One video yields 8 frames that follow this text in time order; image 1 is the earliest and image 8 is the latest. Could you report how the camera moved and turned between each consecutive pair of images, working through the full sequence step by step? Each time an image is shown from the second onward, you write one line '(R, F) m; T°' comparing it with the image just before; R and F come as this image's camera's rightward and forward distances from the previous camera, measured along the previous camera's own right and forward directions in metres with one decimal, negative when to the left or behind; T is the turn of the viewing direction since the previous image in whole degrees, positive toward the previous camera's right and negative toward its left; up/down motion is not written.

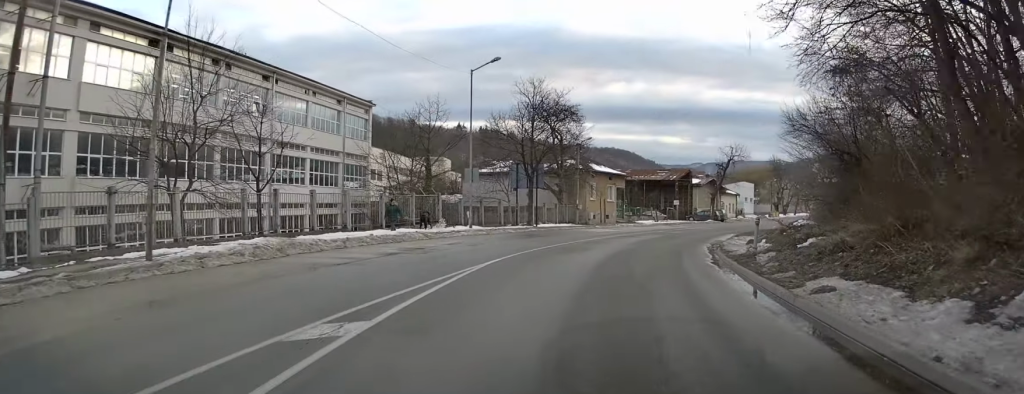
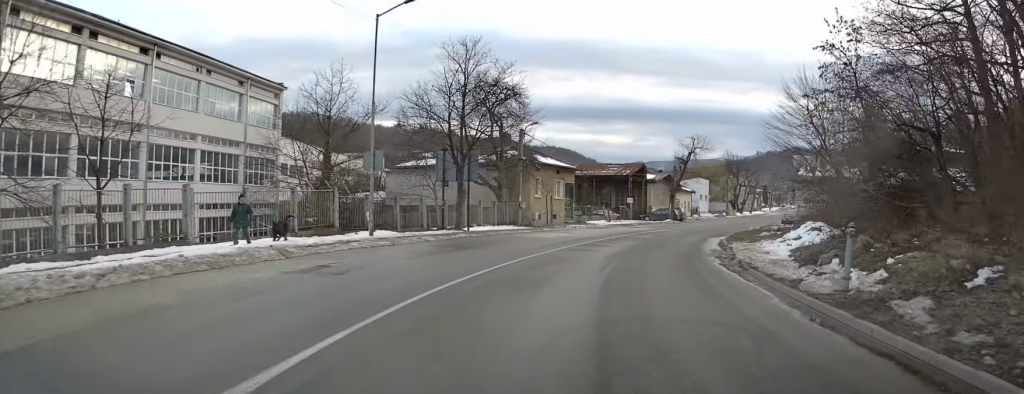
(0.0, +9.0) m; +4°
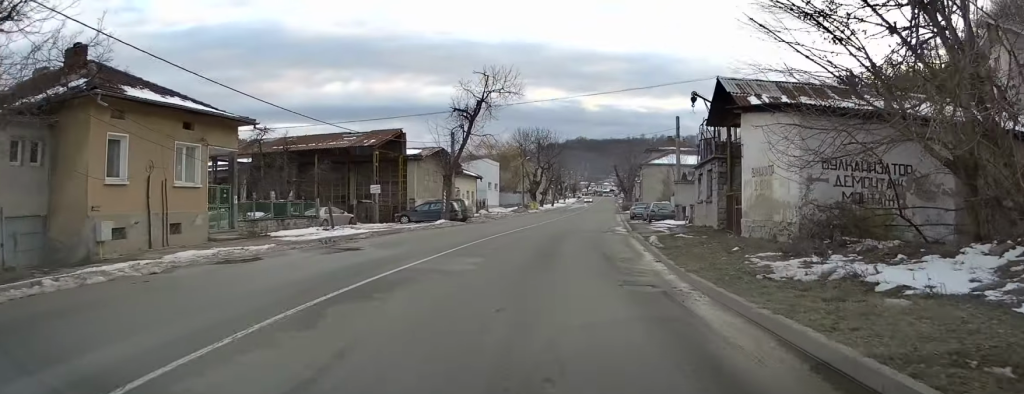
(+5.7, +31.2) m; +17°
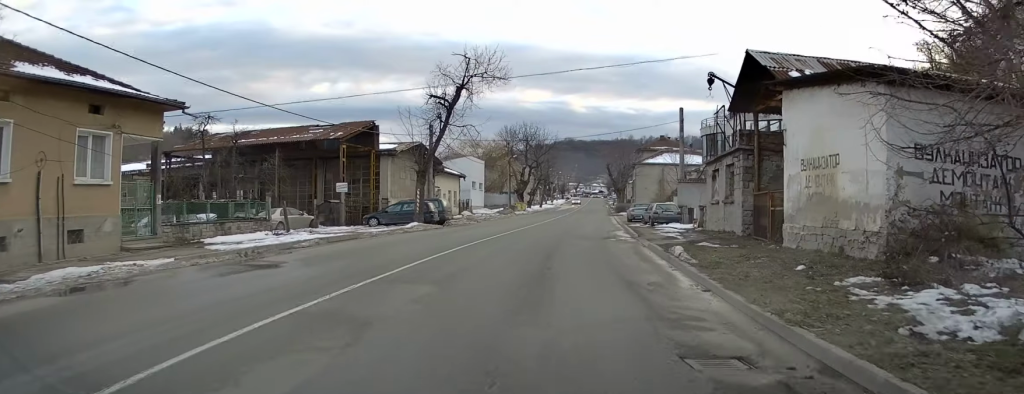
(+0.1, +5.1) m; +1°
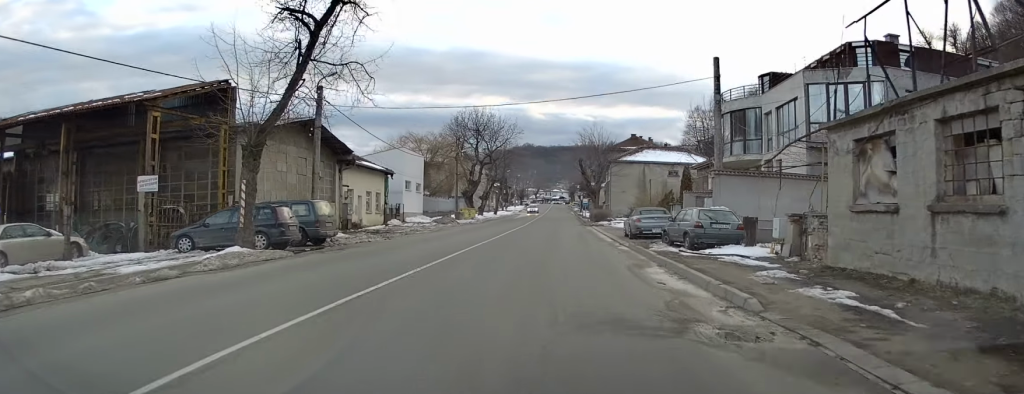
(+0.4, +17.5) m; +2°
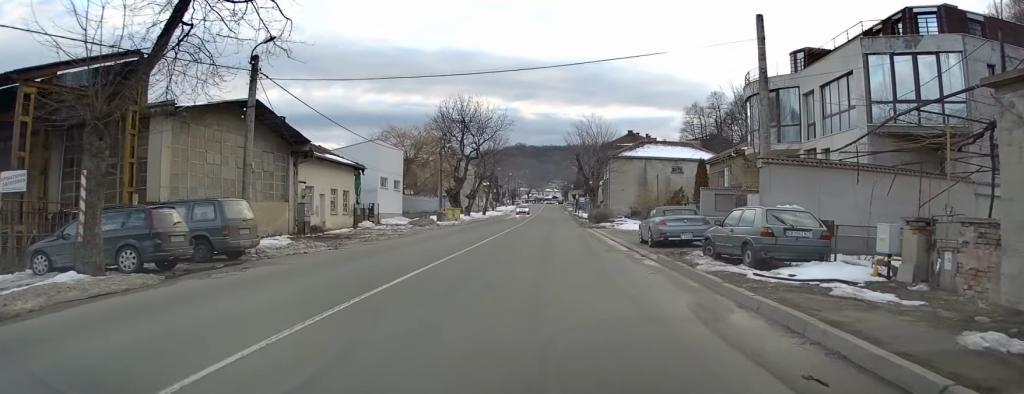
(+0.1, +6.8) m; +1°
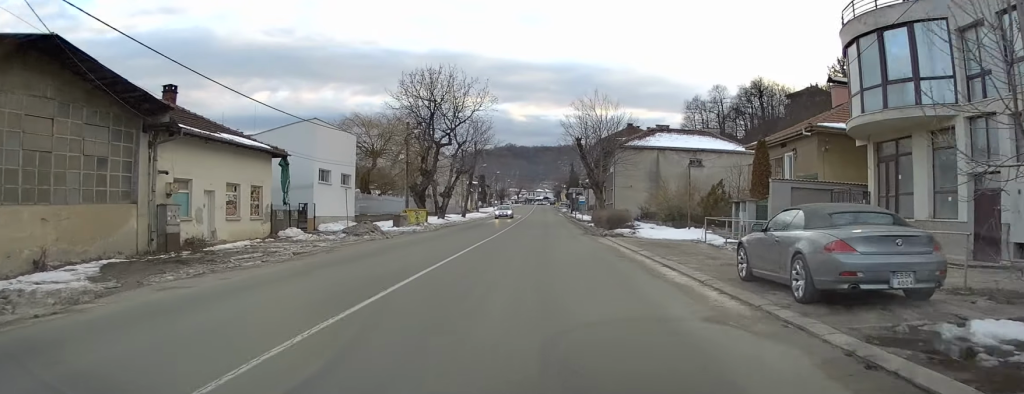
(+0.1, +13.2) m; +1°
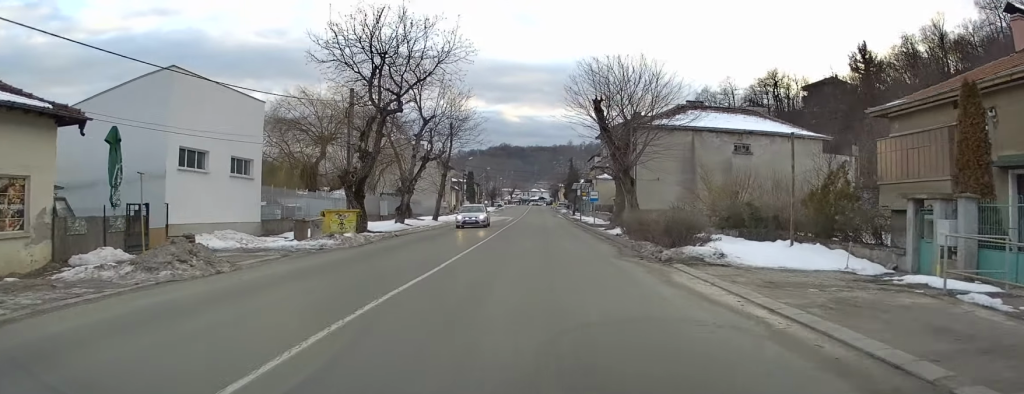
(+0.1, +15.6) m; 0°
